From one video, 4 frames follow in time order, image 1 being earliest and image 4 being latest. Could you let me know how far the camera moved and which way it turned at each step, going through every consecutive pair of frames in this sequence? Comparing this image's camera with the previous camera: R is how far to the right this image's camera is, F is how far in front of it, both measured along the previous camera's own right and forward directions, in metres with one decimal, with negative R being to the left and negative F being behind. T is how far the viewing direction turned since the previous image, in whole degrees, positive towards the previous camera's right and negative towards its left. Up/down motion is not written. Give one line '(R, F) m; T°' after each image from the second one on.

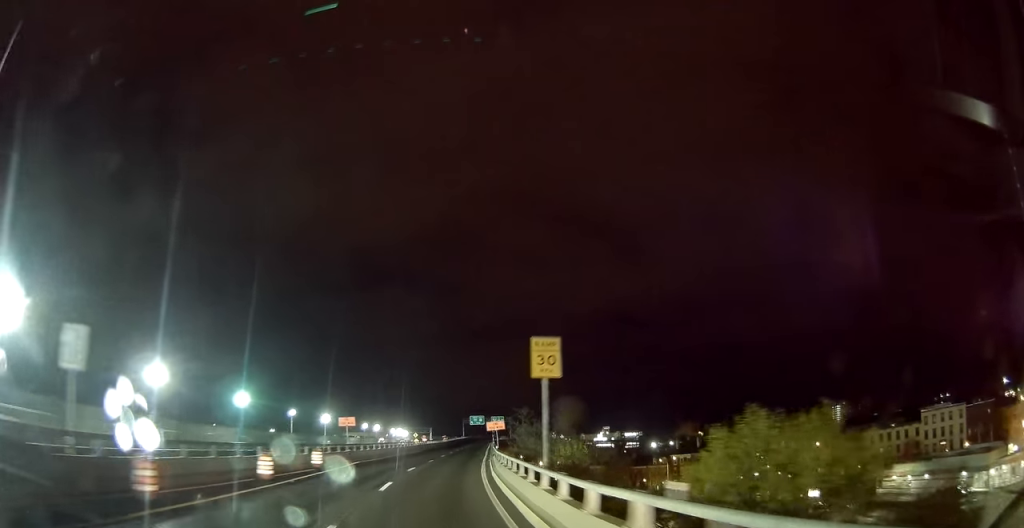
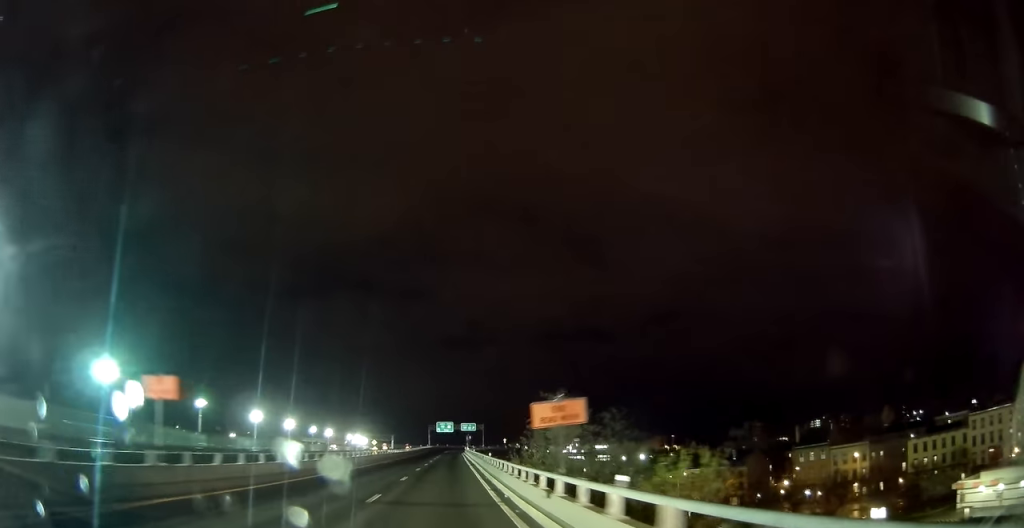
(+0.2, +26.1) m; +1°
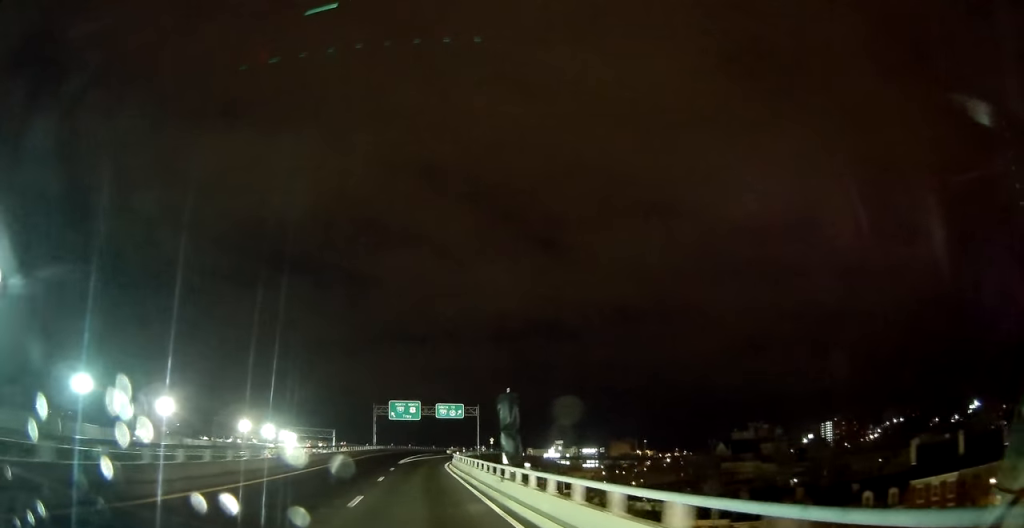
(+3.5, +84.3) m; +3°
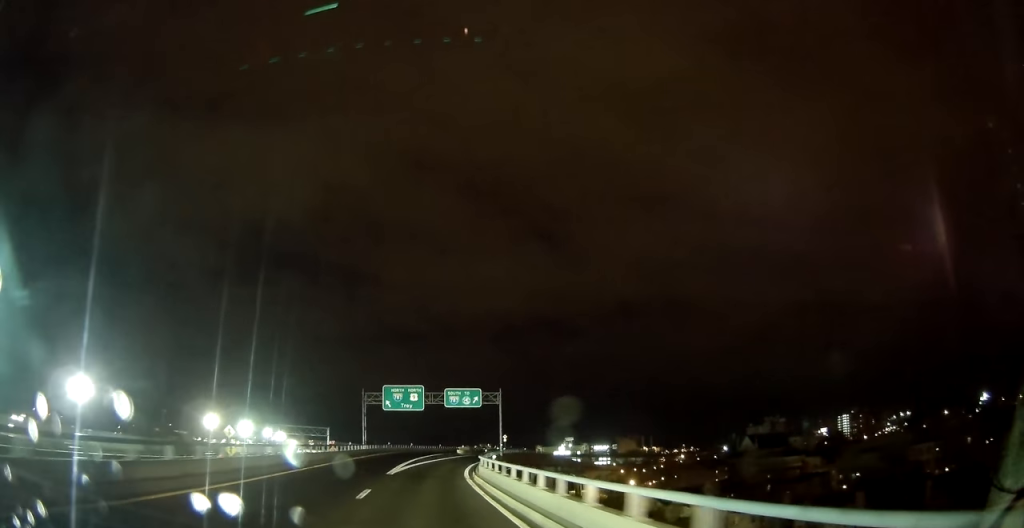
(-0.1, +21.0) m; +2°
